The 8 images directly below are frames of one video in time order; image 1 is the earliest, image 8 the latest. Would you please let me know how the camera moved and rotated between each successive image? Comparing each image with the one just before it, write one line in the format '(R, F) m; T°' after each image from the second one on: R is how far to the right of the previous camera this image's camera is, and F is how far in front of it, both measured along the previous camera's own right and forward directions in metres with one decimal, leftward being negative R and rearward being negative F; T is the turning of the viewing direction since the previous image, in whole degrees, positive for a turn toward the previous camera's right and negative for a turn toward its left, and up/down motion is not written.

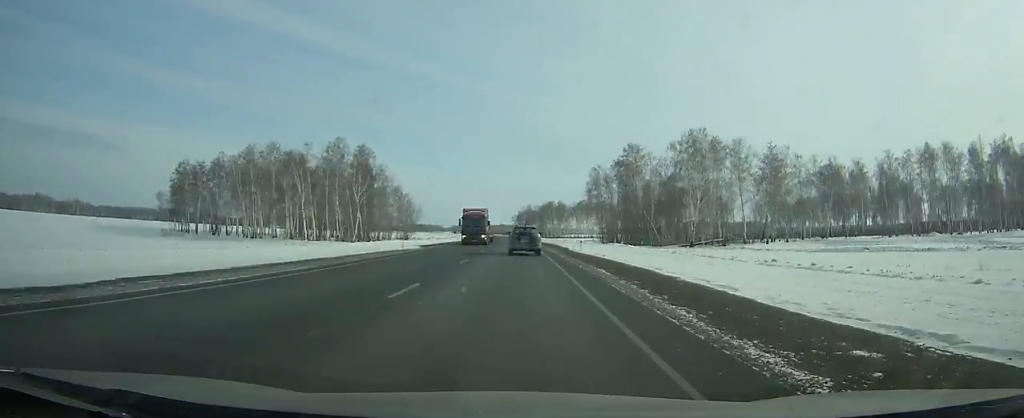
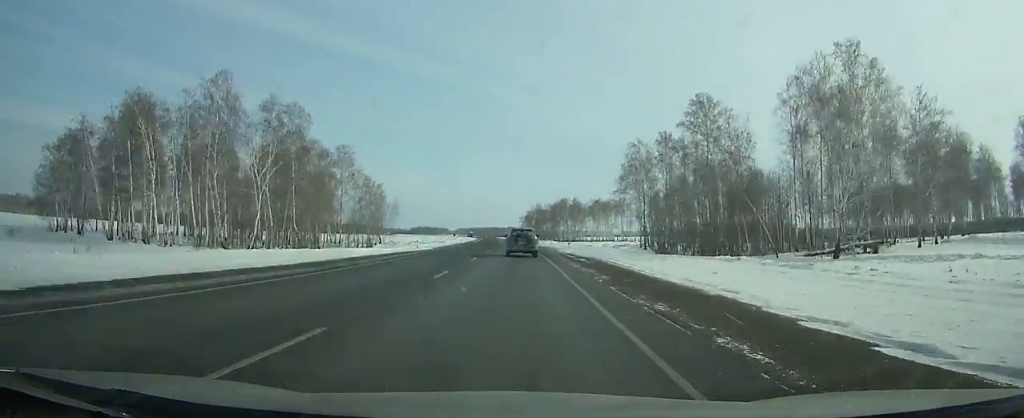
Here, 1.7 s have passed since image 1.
(-0.4, +43.8) m; -1°
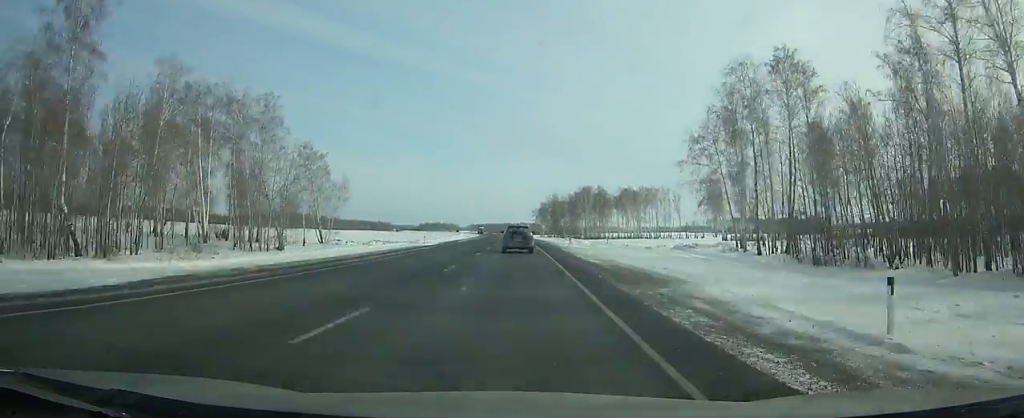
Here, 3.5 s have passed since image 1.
(-0.5, +46.5) m; -1°
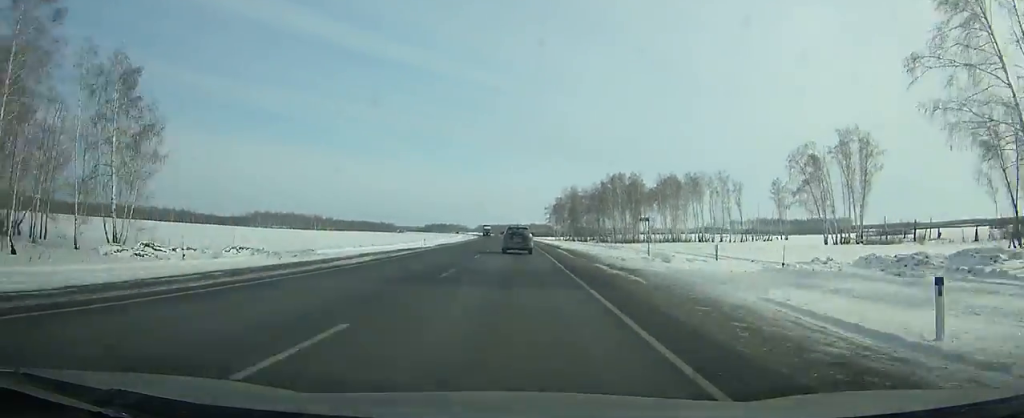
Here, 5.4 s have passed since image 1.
(-0.3, +49.1) m; -1°
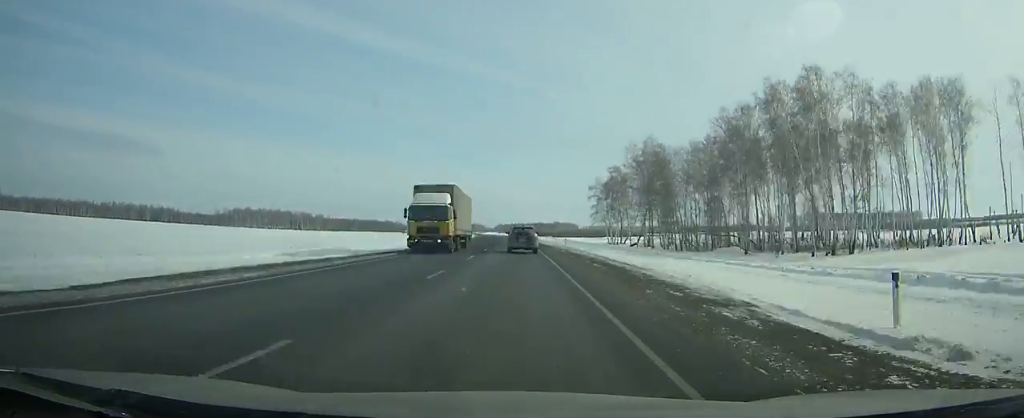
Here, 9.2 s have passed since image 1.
(-2.1, +98.6) m; -2°
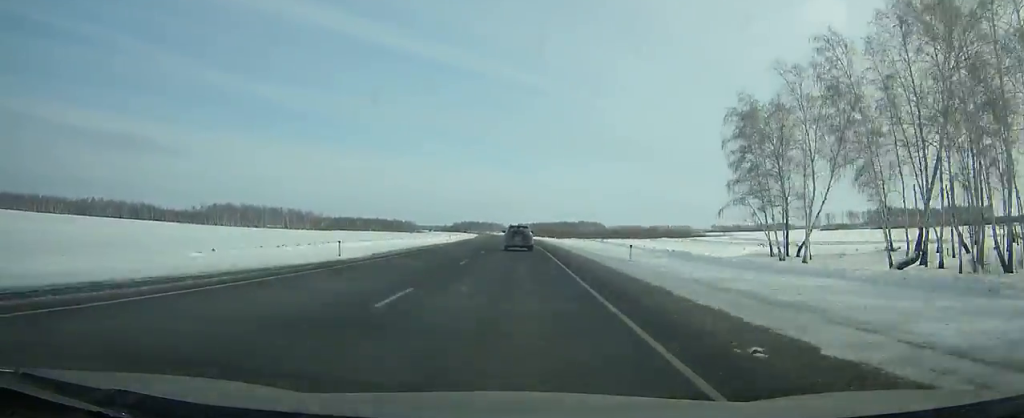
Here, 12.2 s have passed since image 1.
(-1.4, +78.0) m; -2°
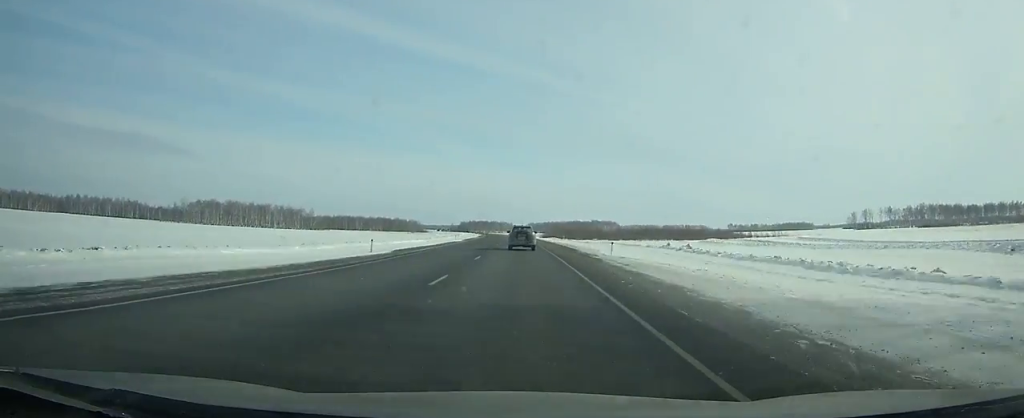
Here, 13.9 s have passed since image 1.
(-0.5, +44.2) m; -1°
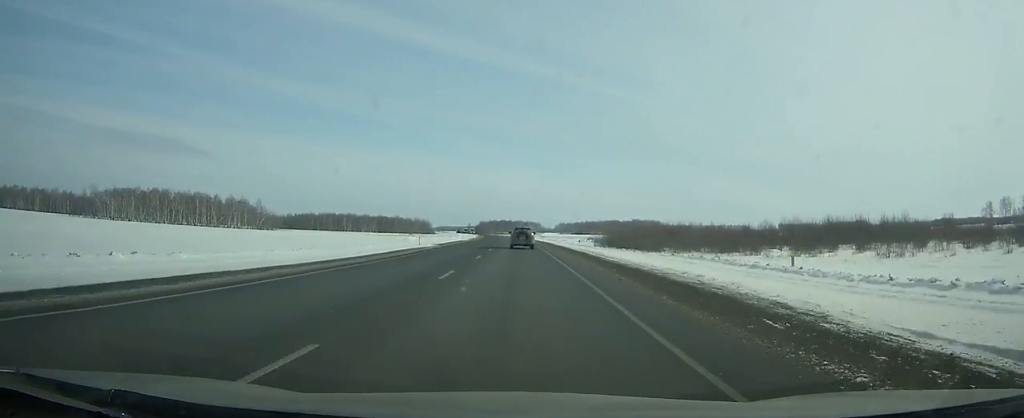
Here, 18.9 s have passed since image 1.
(-3.3, +130.4) m; -3°
